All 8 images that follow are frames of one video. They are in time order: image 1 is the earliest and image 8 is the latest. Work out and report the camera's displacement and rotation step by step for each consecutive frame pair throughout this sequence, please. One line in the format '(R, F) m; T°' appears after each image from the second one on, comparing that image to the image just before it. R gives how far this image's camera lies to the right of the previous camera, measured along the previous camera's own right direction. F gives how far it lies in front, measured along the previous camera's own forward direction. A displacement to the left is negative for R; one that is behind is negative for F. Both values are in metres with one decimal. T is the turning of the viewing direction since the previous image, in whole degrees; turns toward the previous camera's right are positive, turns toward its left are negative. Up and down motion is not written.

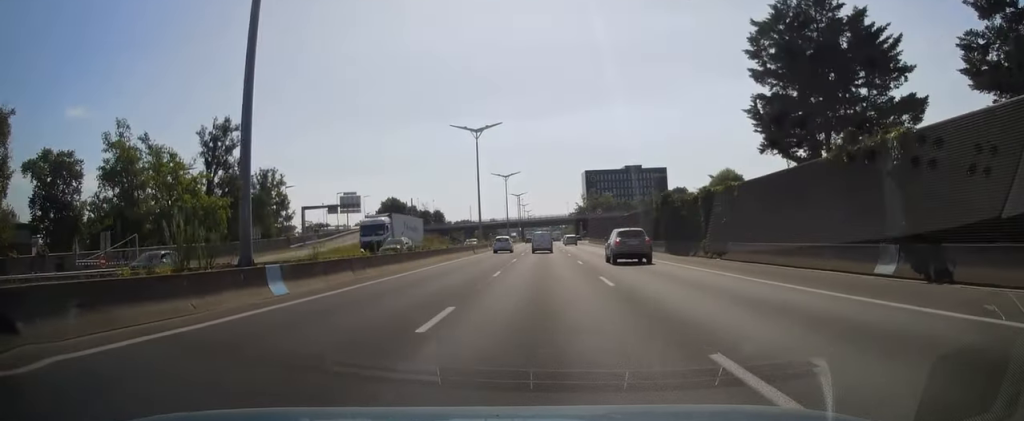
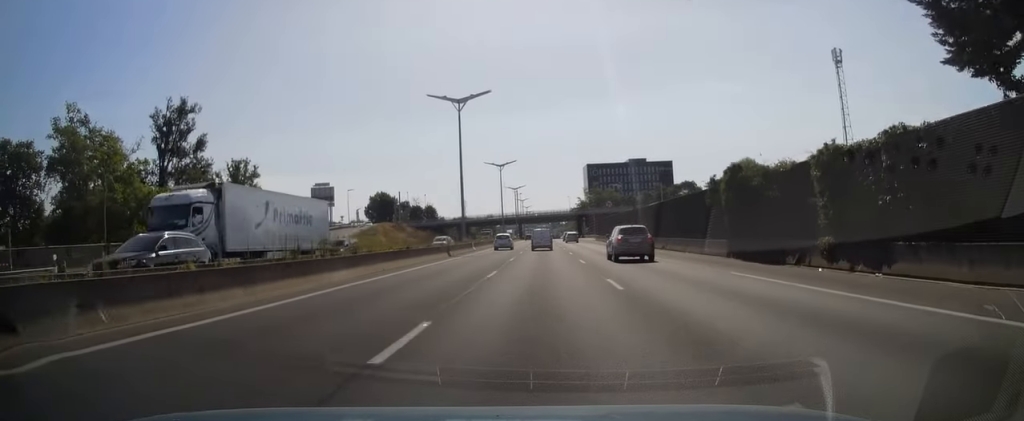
(+0.1, +14.8) m; 0°
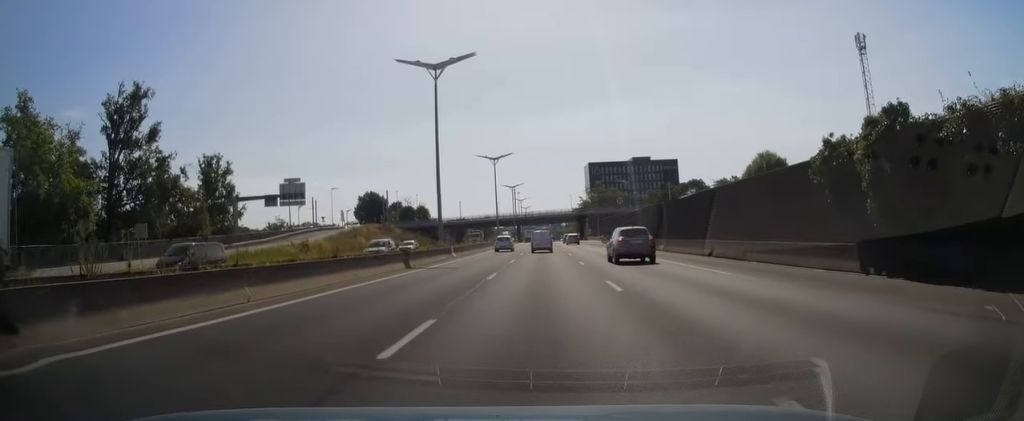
(+0.2, +12.7) m; 0°
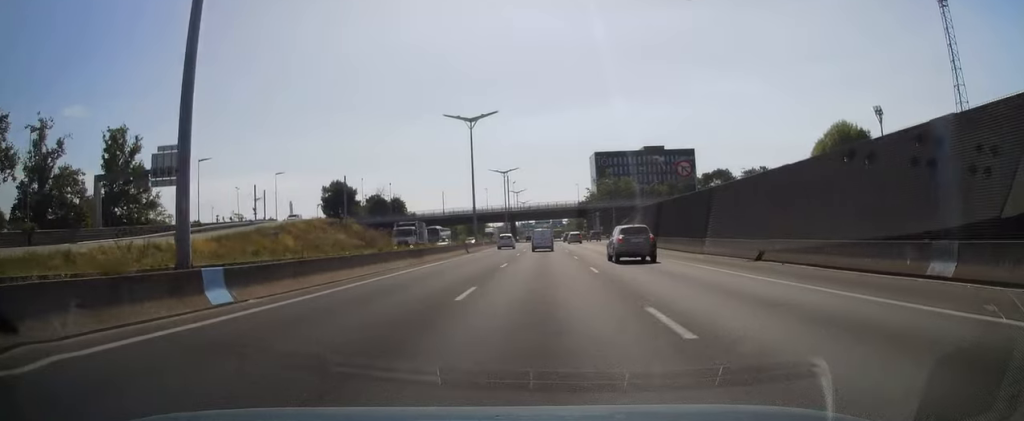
(-0.4, +32.5) m; -1°
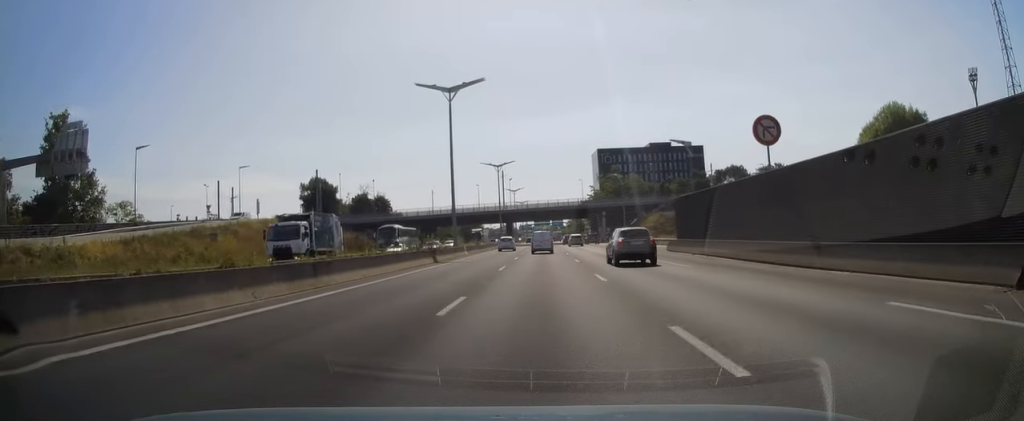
(0.0, +15.0) m; 0°
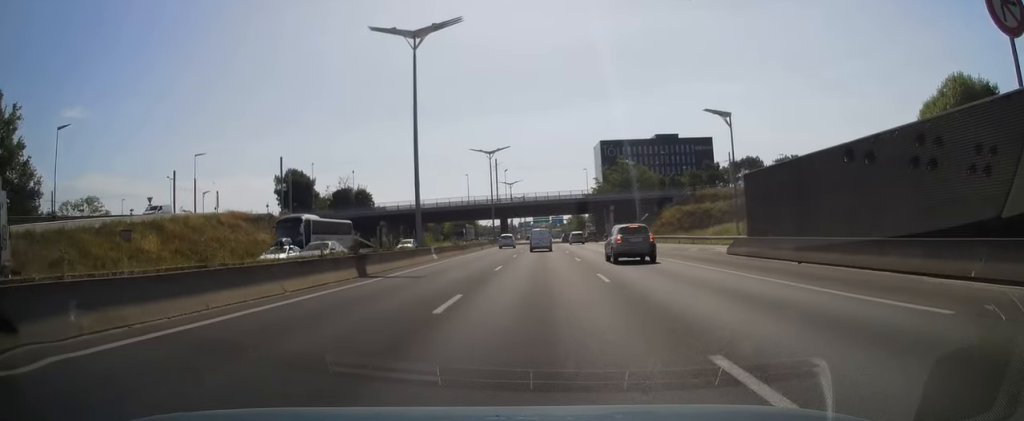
(0.0, +14.5) m; -1°
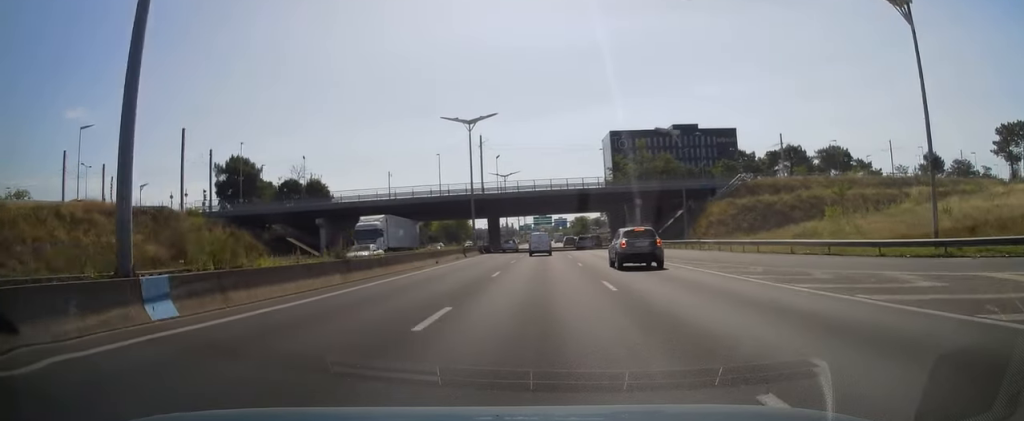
(-0.4, +27.3) m; 0°
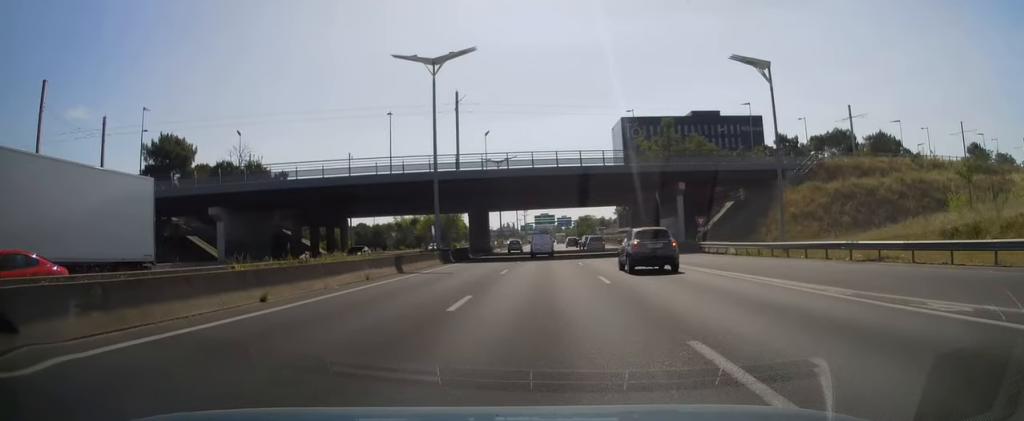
(+0.4, +23.1) m; +1°
